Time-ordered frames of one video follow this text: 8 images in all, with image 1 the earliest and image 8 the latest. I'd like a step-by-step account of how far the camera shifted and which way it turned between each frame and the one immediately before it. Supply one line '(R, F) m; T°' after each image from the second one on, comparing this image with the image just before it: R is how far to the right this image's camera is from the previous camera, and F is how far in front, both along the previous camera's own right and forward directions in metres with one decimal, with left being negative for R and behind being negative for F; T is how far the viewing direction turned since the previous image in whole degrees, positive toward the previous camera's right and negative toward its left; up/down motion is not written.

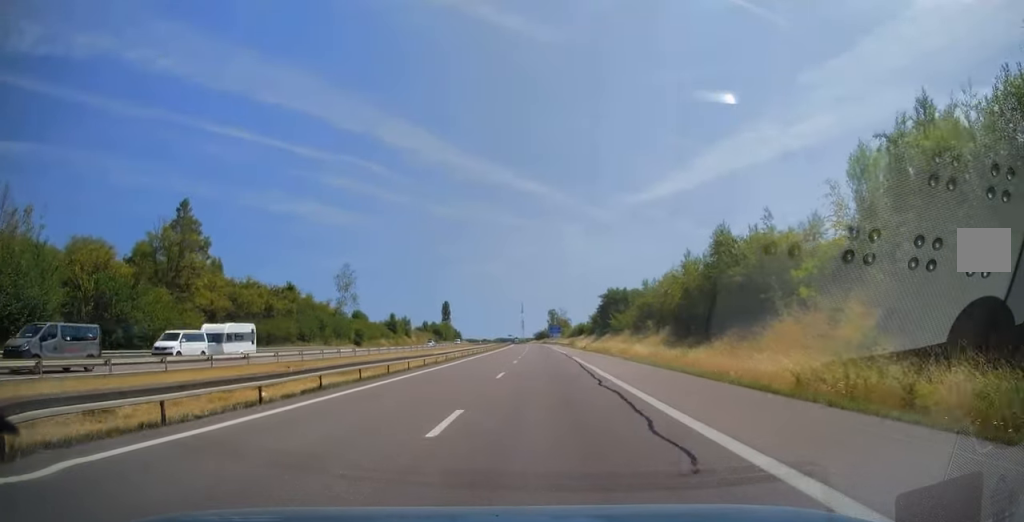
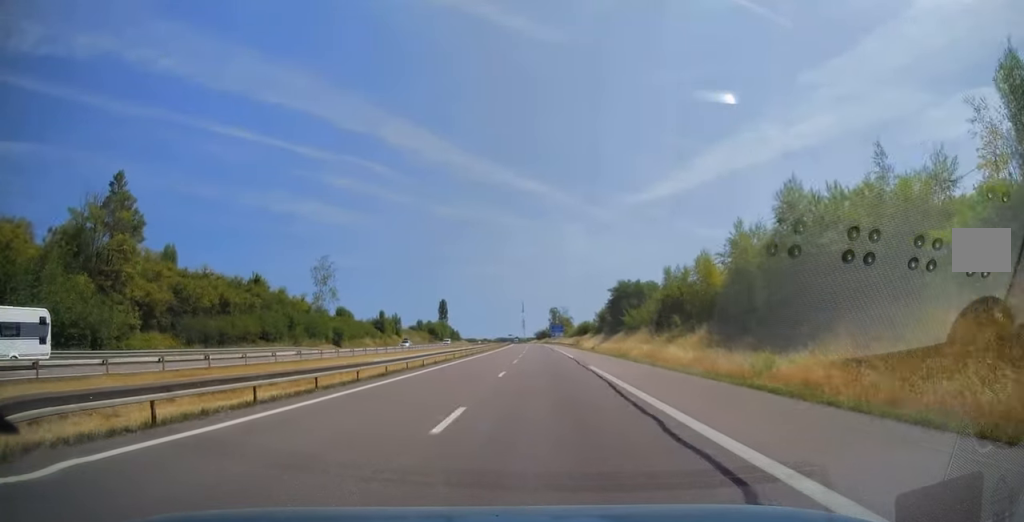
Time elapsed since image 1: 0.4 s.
(0.0, +12.3) m; 0°
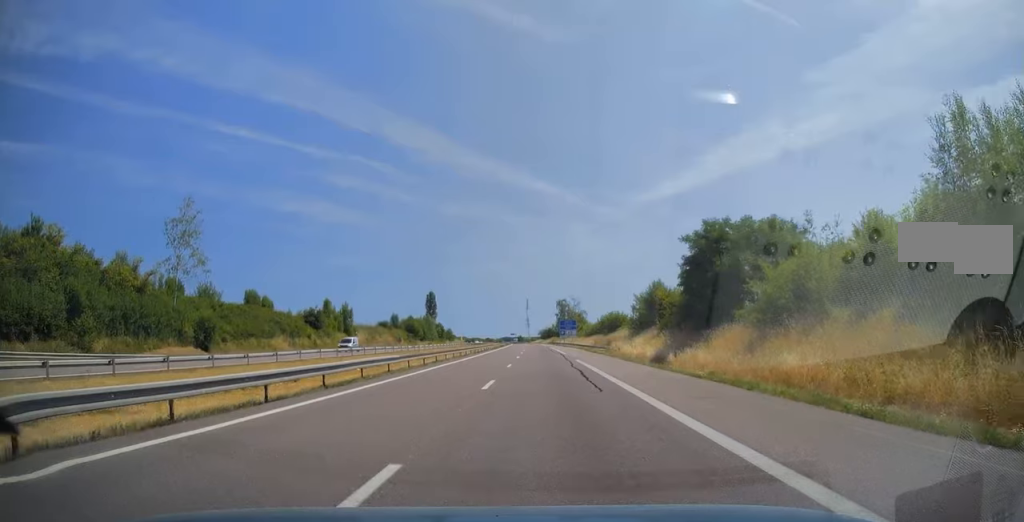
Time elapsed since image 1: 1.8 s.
(-0.2, +43.4) m; -1°
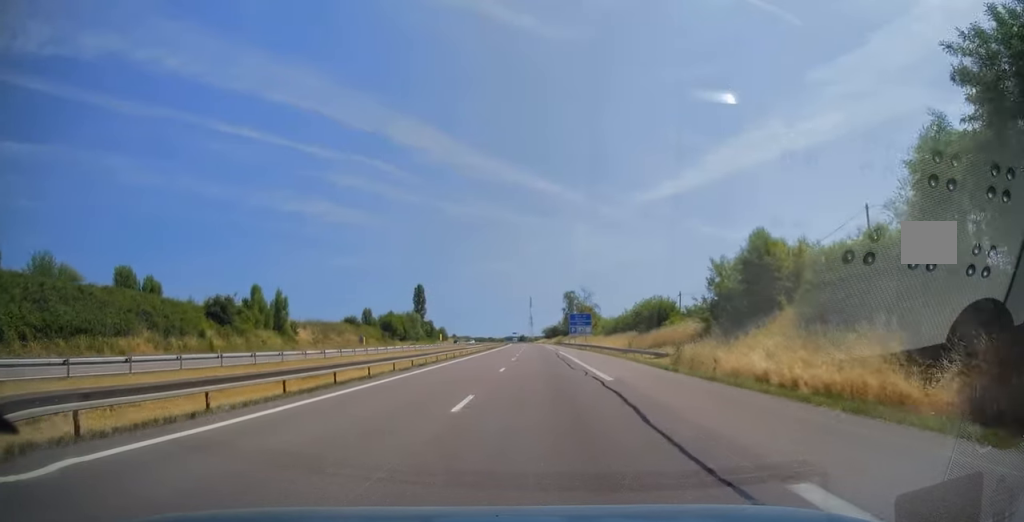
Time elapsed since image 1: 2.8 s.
(-0.4, +30.6) m; -1°
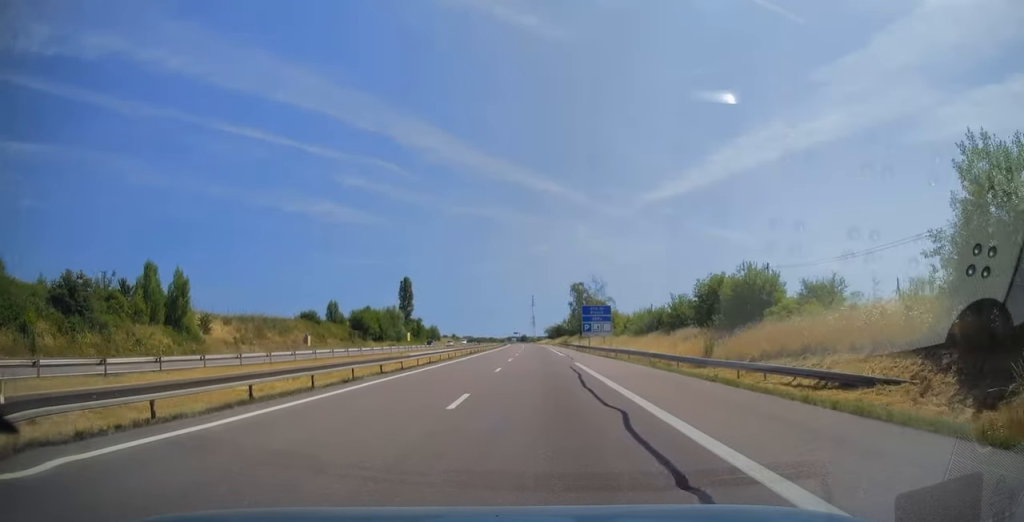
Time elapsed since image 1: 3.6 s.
(0.0, +25.5) m; 0°
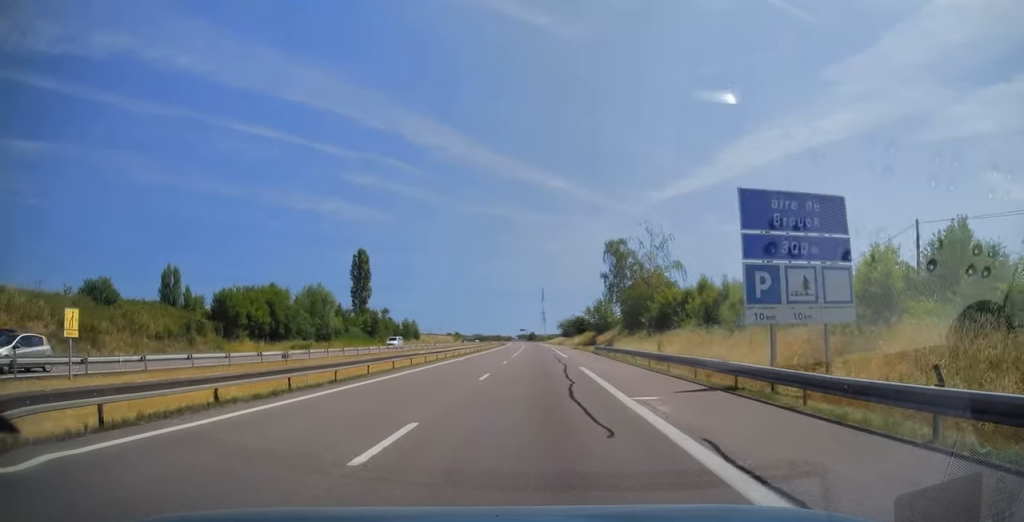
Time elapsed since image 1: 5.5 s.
(-0.8, +57.2) m; -1°
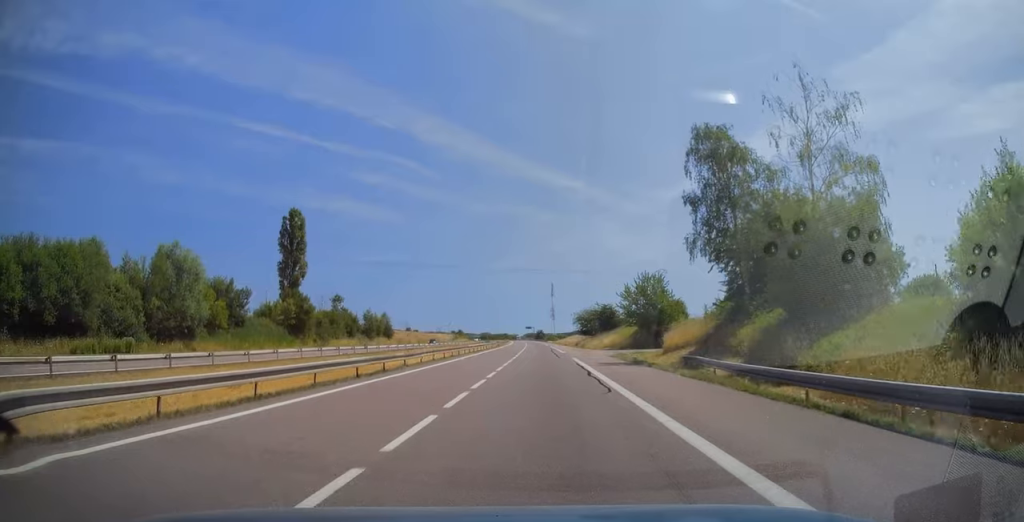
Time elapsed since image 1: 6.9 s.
(+0.3, +42.3) m; -1°
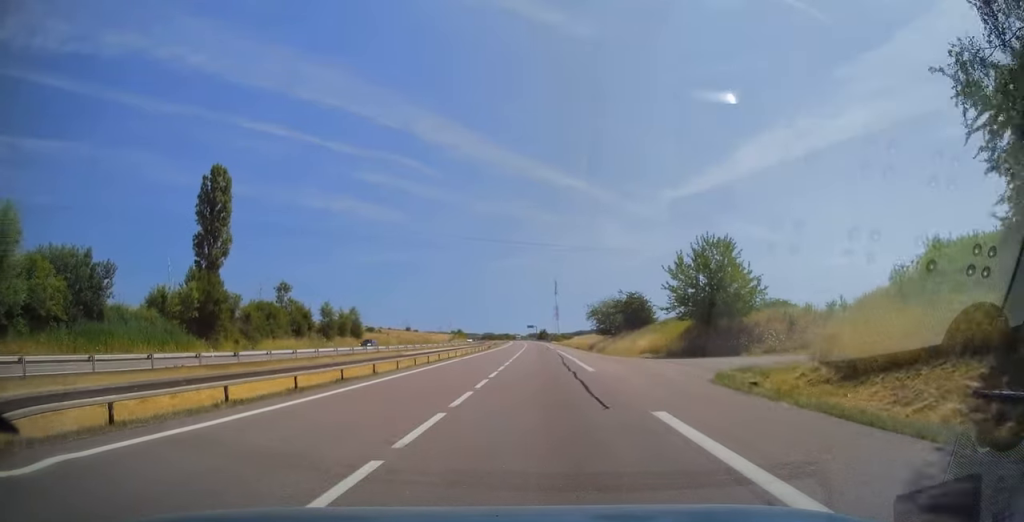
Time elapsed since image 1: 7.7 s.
(-0.3, +25.5) m; -1°
